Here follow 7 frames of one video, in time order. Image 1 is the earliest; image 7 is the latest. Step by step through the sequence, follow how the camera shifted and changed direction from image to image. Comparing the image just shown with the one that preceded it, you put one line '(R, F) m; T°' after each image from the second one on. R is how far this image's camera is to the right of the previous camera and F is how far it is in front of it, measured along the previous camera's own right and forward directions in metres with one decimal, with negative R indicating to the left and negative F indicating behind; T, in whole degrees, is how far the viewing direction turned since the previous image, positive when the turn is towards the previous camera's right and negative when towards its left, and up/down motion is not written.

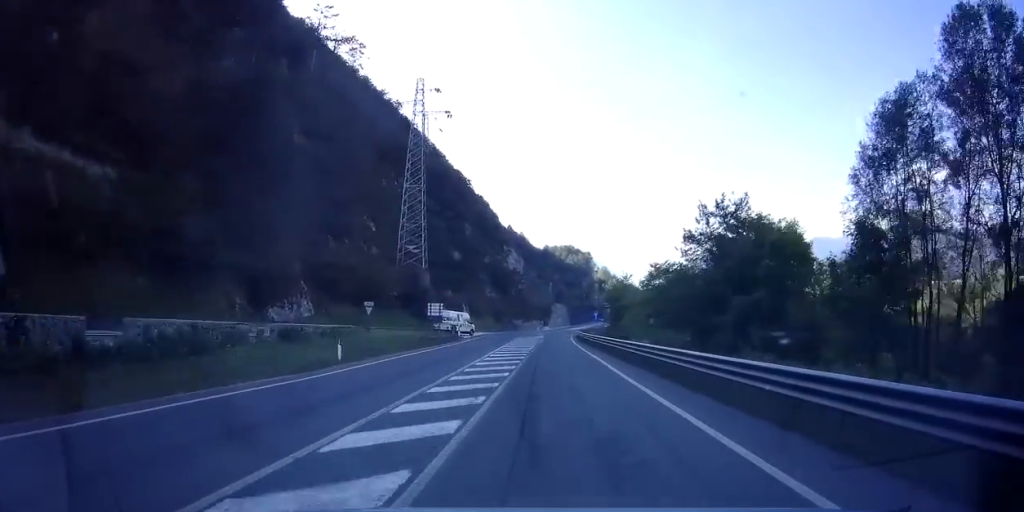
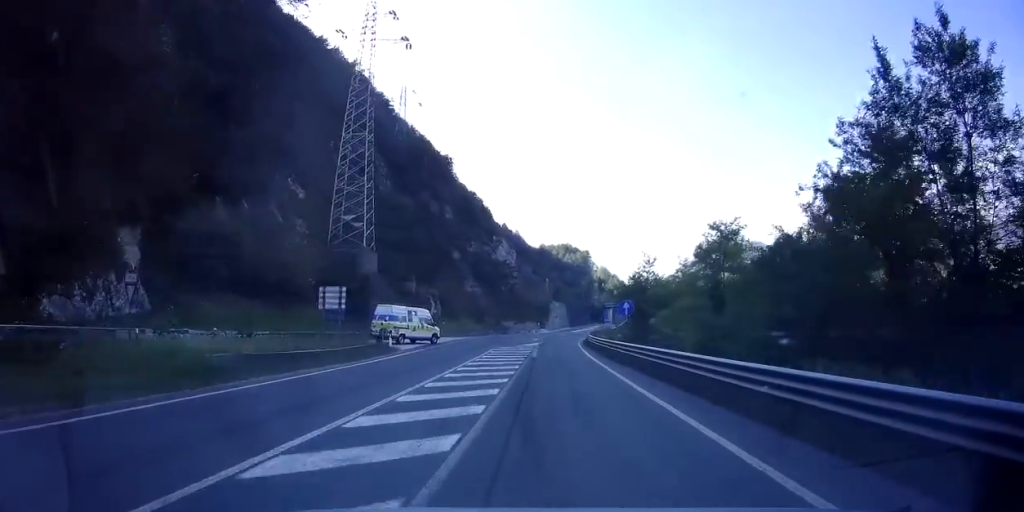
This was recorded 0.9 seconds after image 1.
(0.0, +20.8) m; 0°
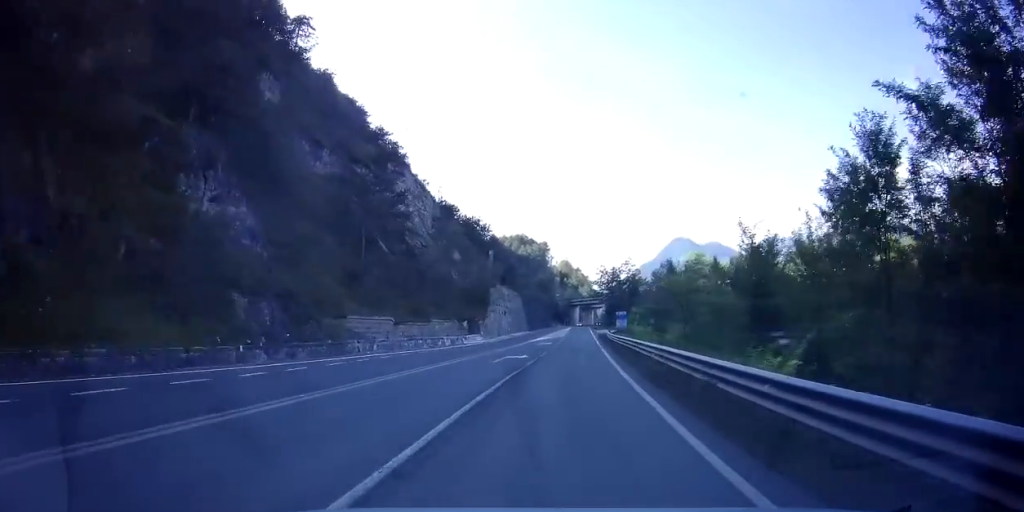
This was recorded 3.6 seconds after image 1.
(+2.6, +59.3) m; +6°
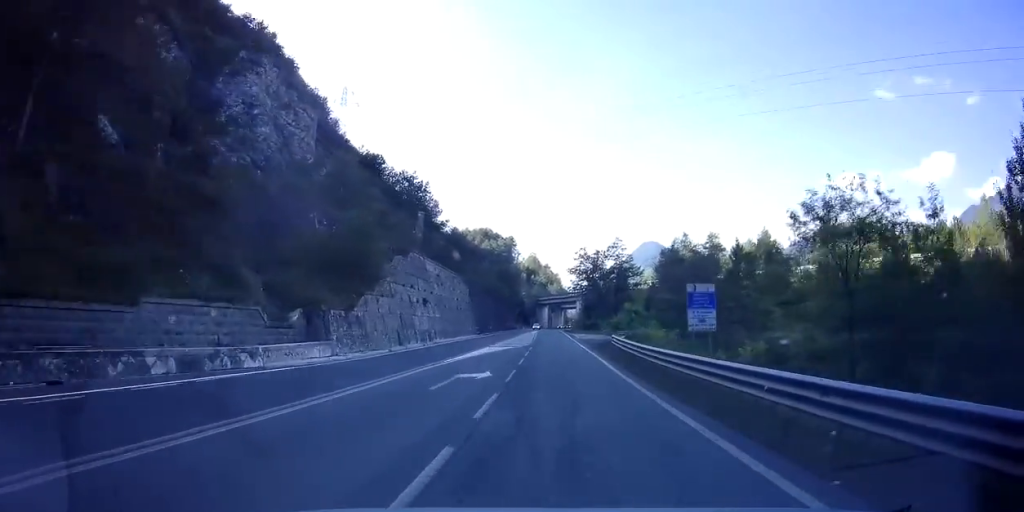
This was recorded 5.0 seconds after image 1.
(+0.4, +31.2) m; +1°
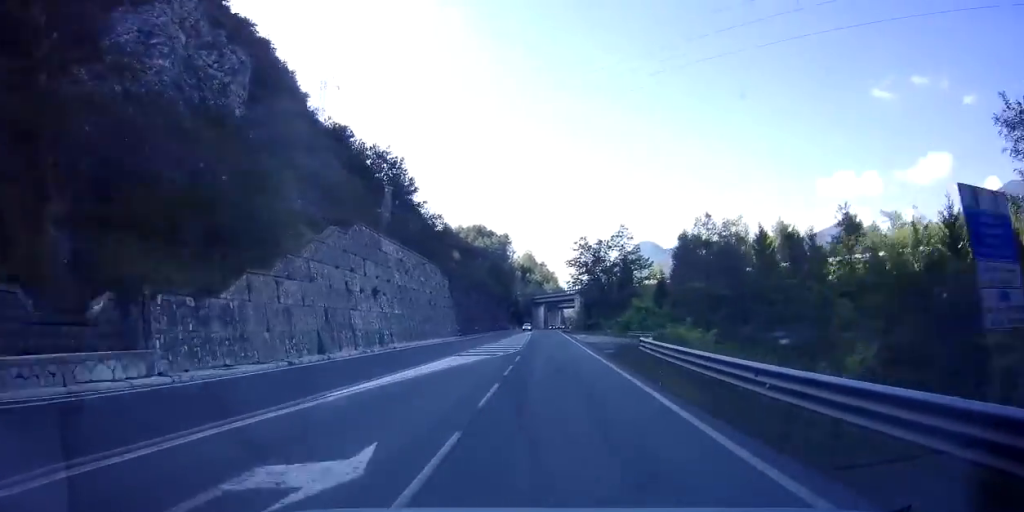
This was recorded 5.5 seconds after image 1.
(0.0, +11.2) m; 0°
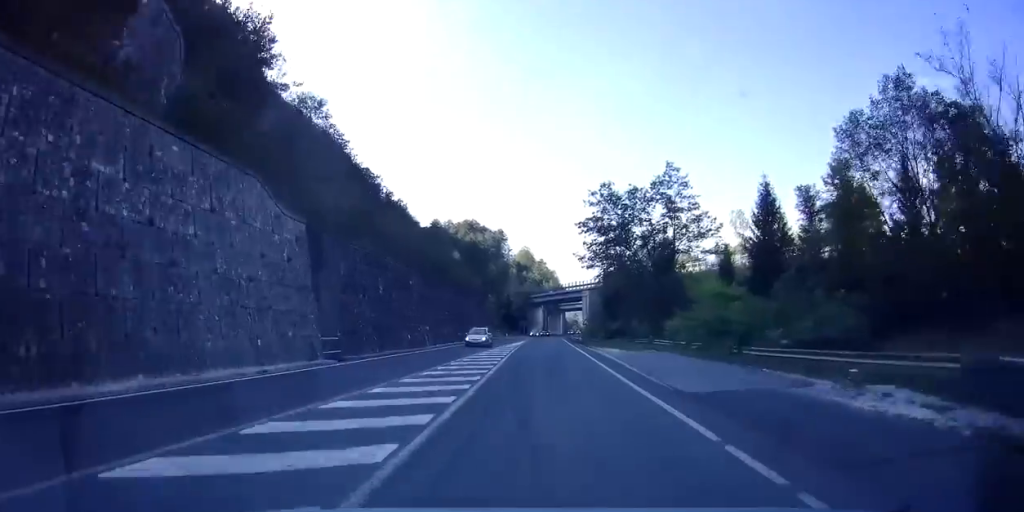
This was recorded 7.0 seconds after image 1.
(+0.5, +34.3) m; +1°
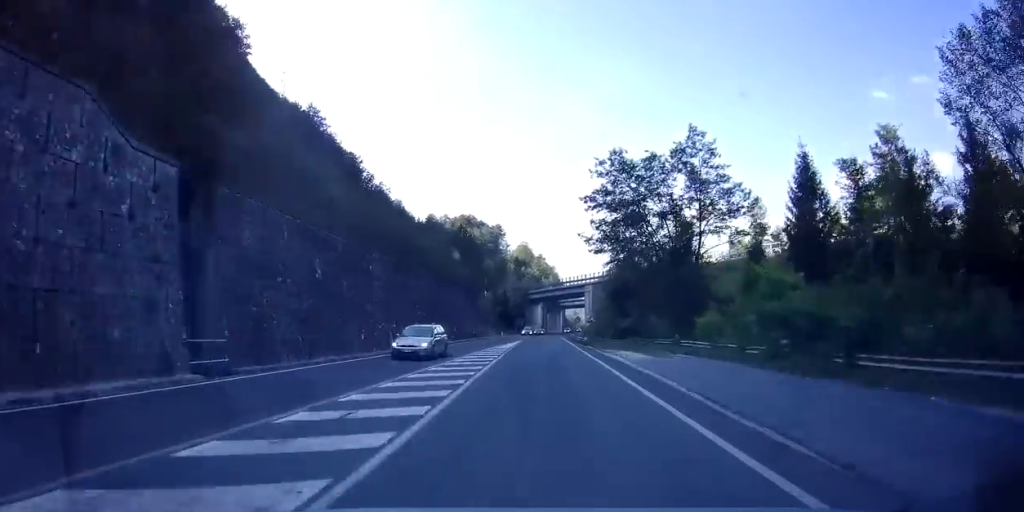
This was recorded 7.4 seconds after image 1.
(+0.1, +8.9) m; 0°
